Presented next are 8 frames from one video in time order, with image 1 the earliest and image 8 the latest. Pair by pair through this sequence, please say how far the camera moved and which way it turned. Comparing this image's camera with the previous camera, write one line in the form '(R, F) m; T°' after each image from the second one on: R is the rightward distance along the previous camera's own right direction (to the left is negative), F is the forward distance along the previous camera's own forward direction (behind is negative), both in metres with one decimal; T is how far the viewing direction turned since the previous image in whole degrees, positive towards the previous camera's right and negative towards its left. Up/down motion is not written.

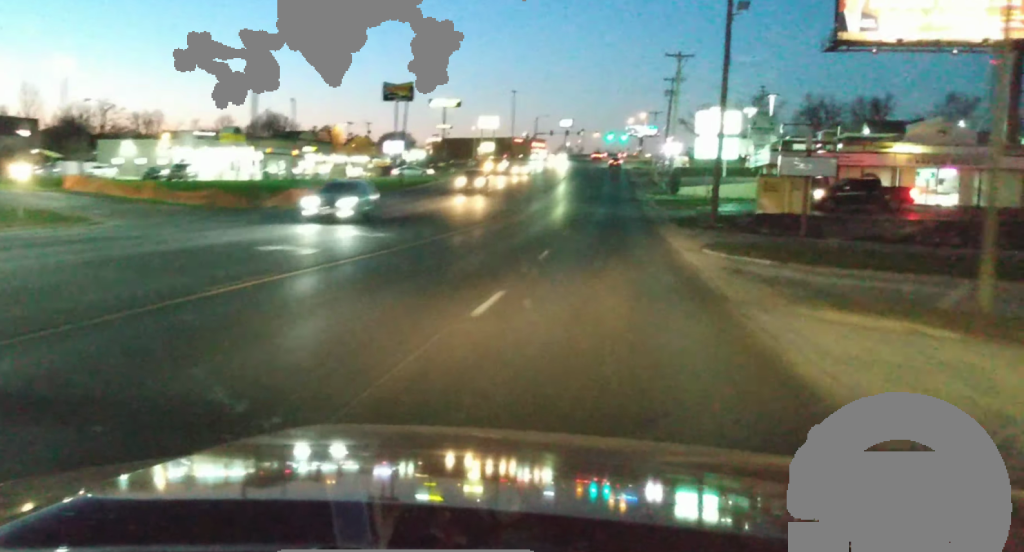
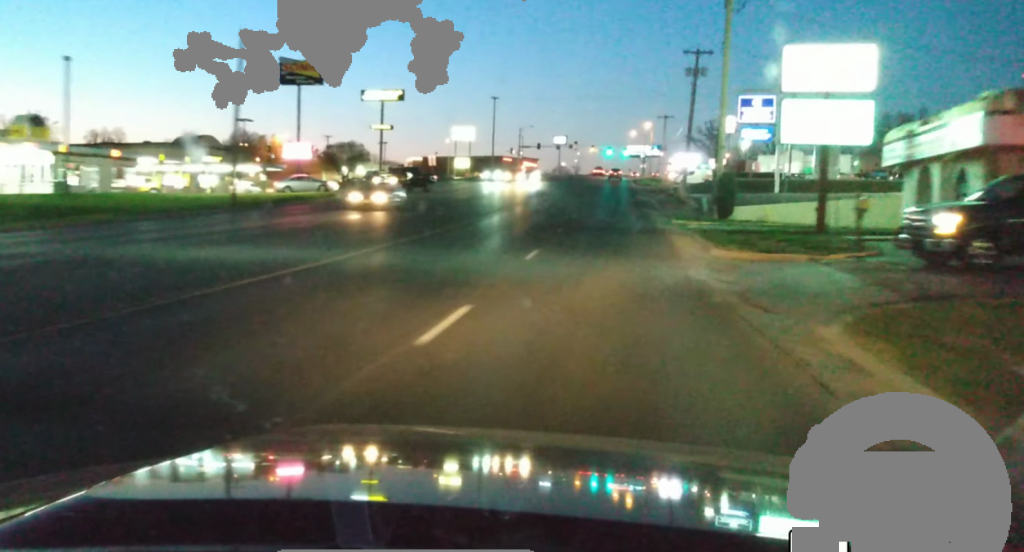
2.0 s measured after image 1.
(0.0, +38.8) m; 0°
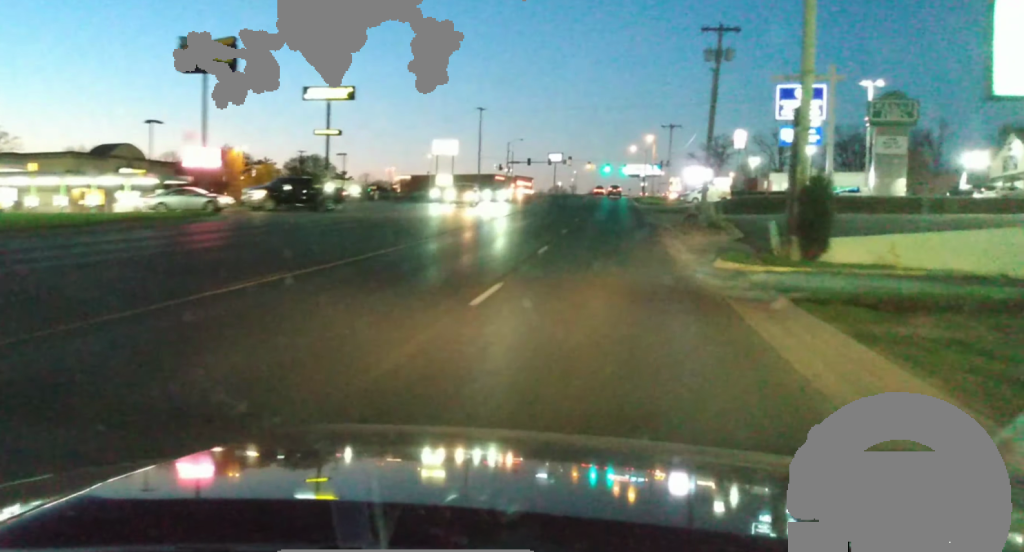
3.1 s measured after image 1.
(0.0, +19.9) m; 0°
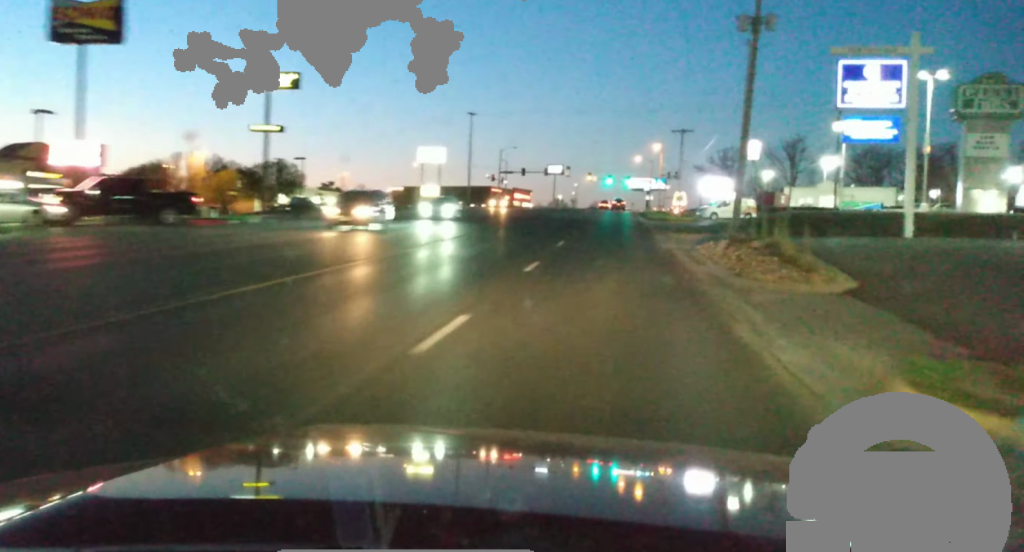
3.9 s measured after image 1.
(-0.1, +15.8) m; 0°
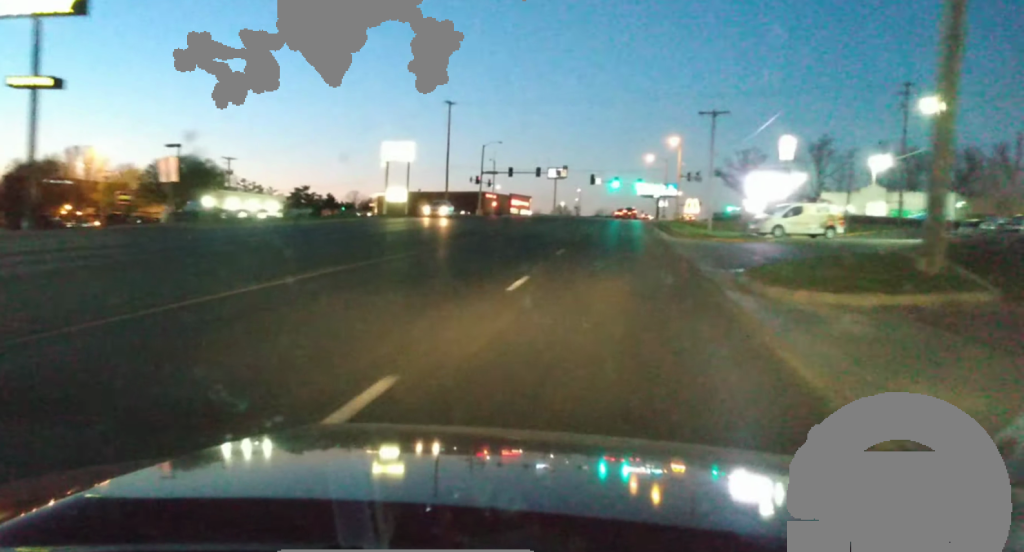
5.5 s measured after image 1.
(+0.5, +28.5) m; +1°
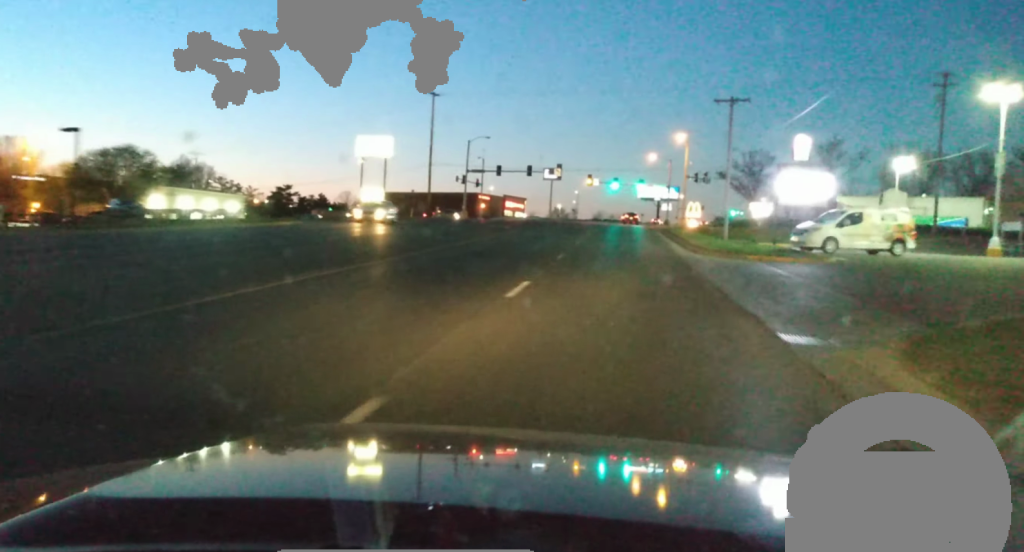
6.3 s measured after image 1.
(0.0, +12.8) m; -1°
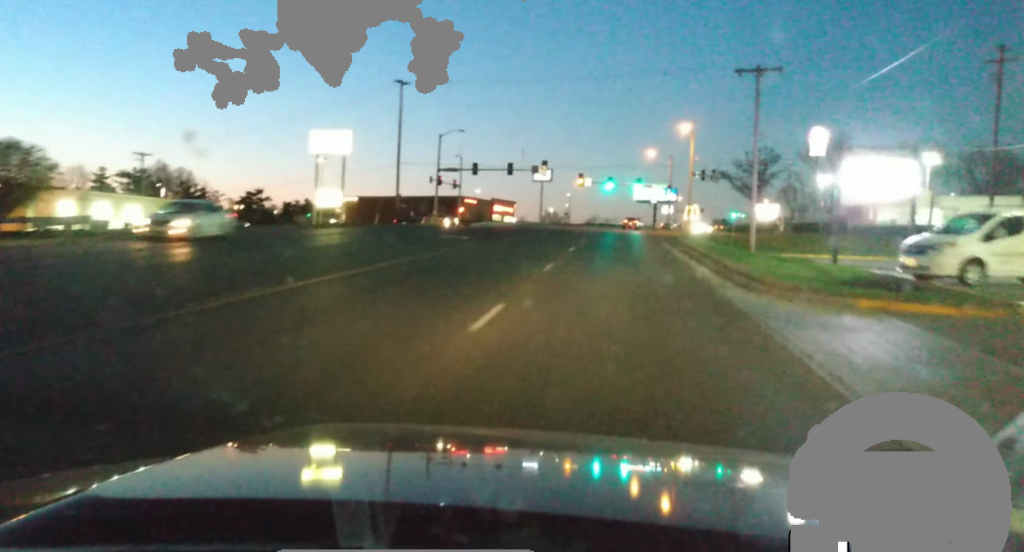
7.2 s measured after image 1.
(-0.2, +16.1) m; -1°
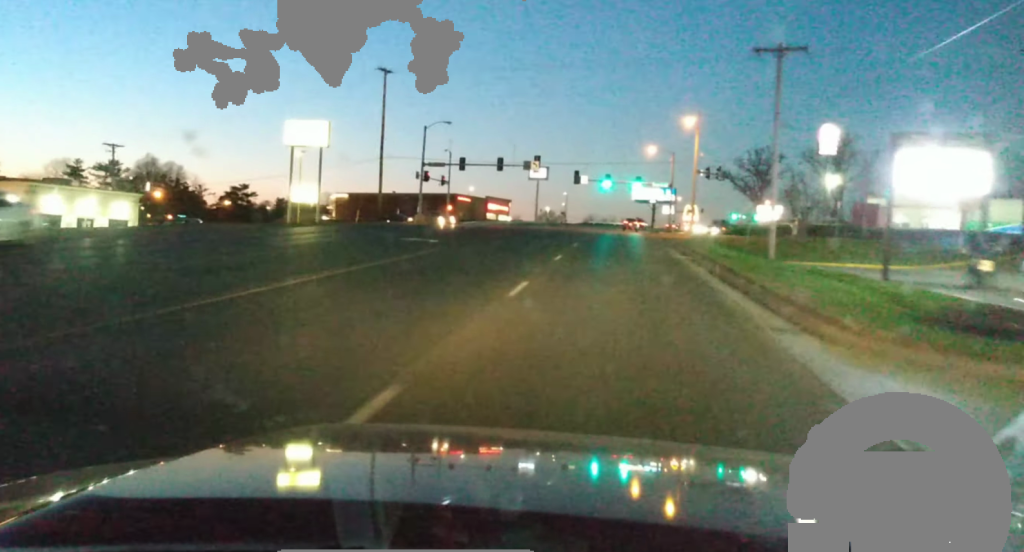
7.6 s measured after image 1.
(0.0, +7.4) m; 0°
